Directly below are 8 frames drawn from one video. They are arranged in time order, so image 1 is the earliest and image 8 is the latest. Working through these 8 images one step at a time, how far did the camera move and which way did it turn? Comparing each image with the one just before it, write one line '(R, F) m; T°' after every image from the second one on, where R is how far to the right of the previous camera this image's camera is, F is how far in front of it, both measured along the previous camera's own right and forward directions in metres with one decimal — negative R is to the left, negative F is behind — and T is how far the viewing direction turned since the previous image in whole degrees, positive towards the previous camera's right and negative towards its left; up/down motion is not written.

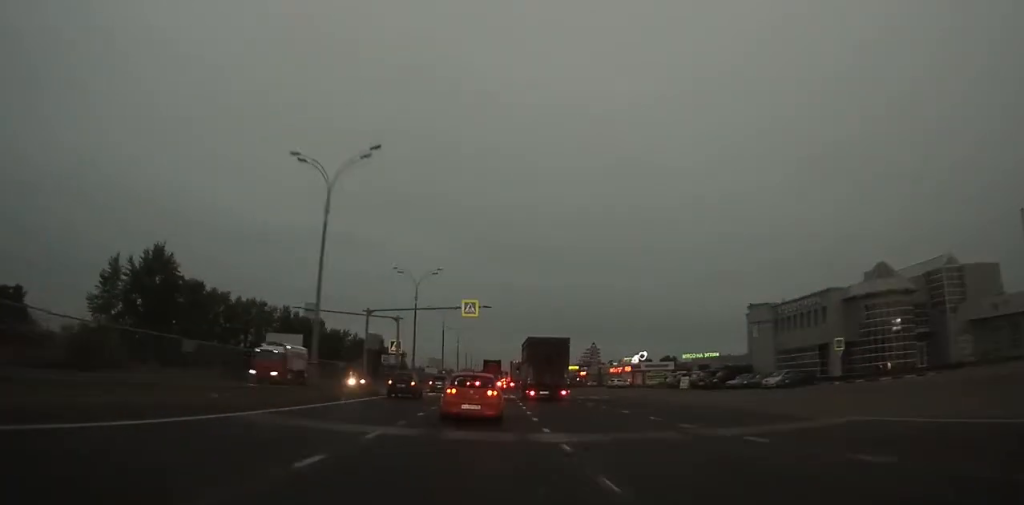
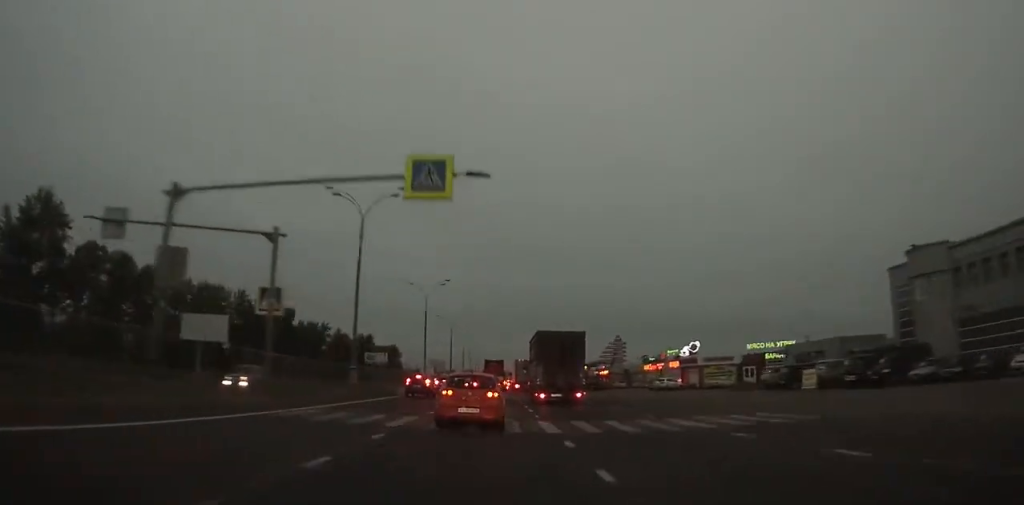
(+0.4, +26.4) m; -3°
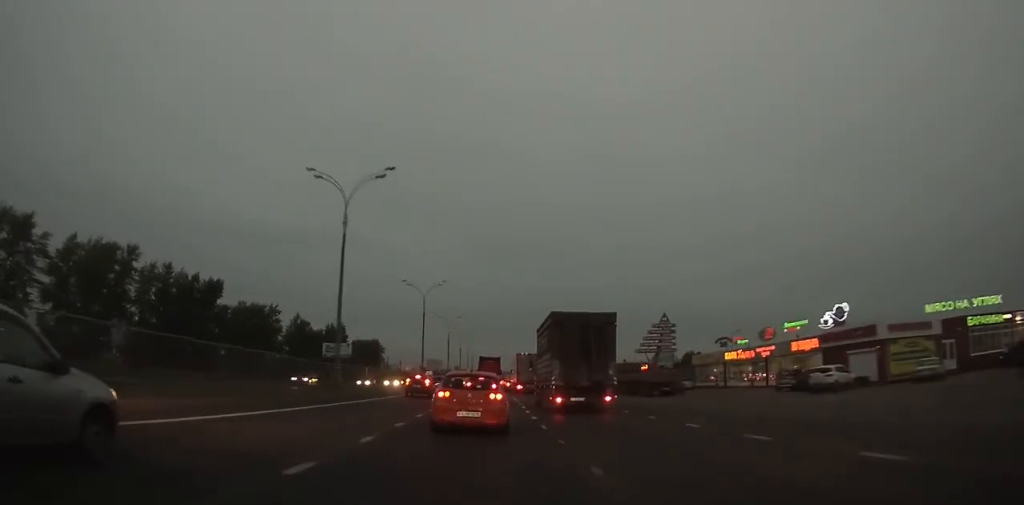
(-4.5, +36.0) m; -4°
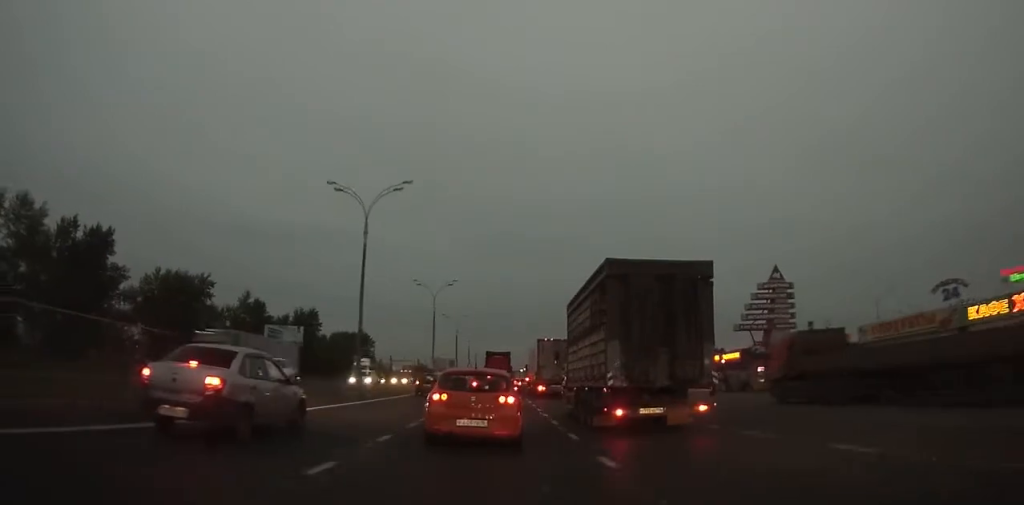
(+2.4, +35.7) m; +4°
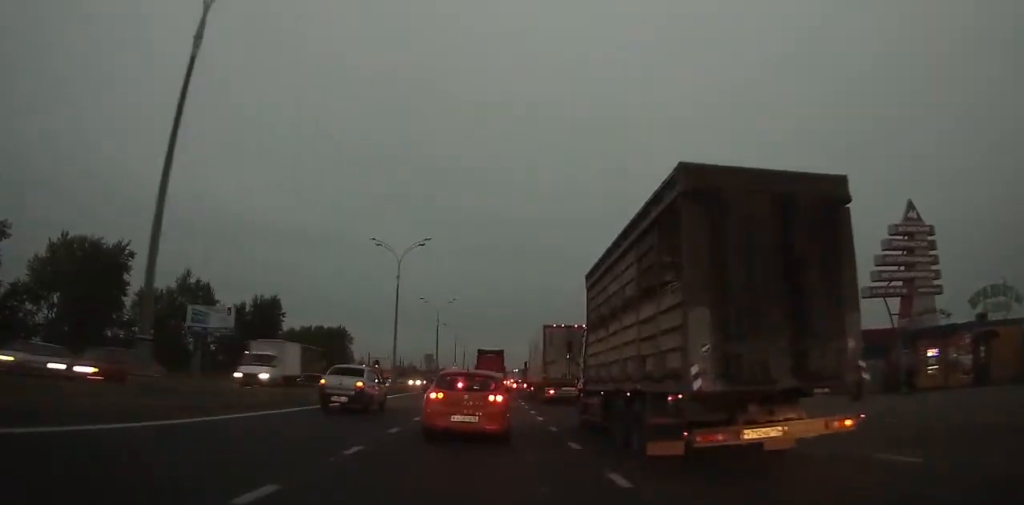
(+0.1, +23.9) m; 0°
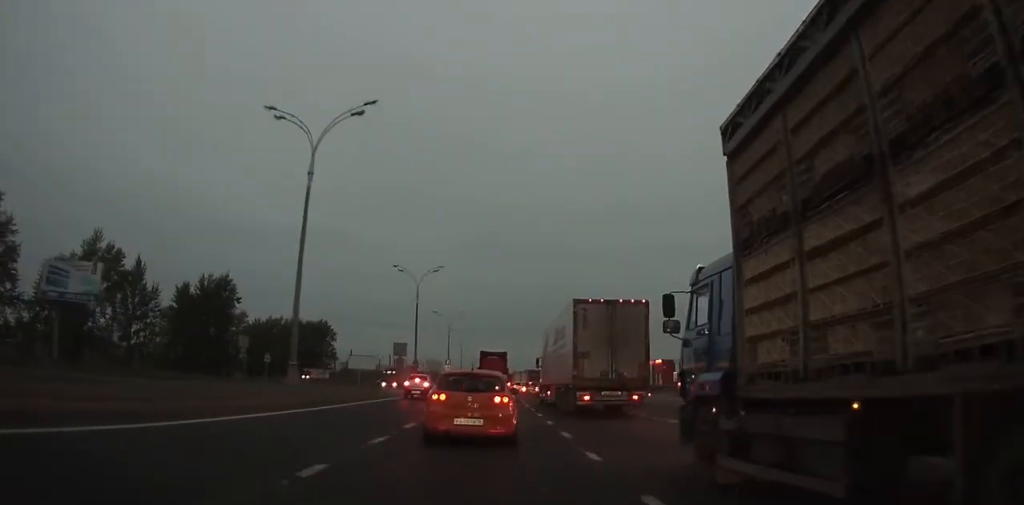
(-0.1, +28.4) m; -1°
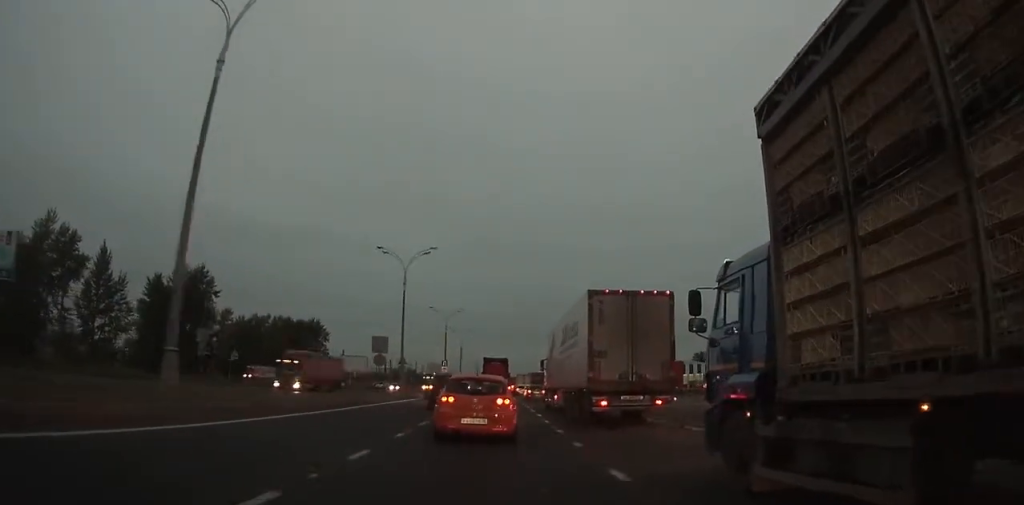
(-0.1, +12.2) m; 0°
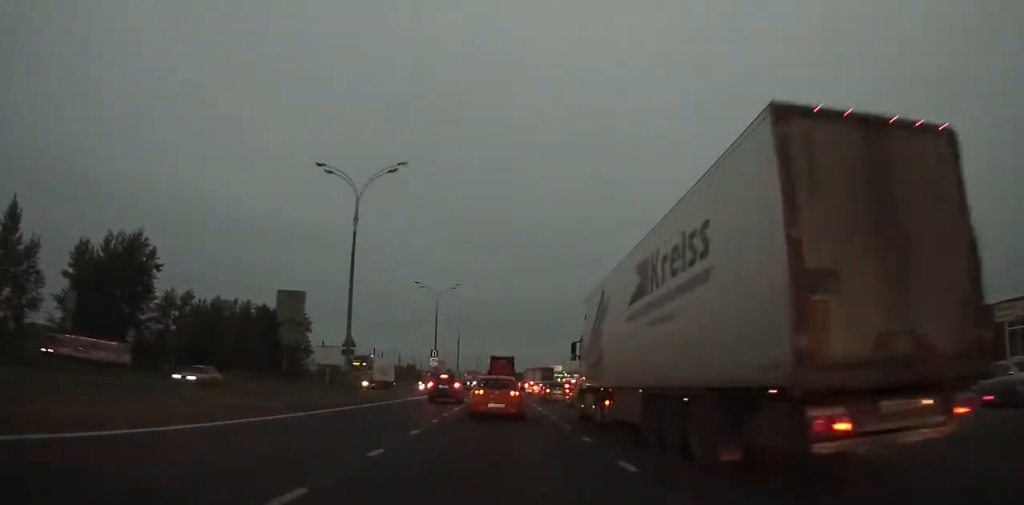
(0.0, +18.9) m; +1°
